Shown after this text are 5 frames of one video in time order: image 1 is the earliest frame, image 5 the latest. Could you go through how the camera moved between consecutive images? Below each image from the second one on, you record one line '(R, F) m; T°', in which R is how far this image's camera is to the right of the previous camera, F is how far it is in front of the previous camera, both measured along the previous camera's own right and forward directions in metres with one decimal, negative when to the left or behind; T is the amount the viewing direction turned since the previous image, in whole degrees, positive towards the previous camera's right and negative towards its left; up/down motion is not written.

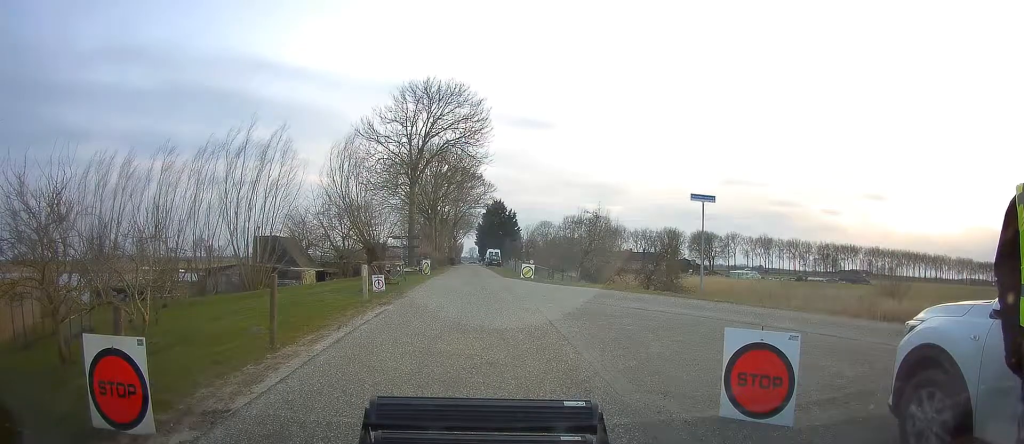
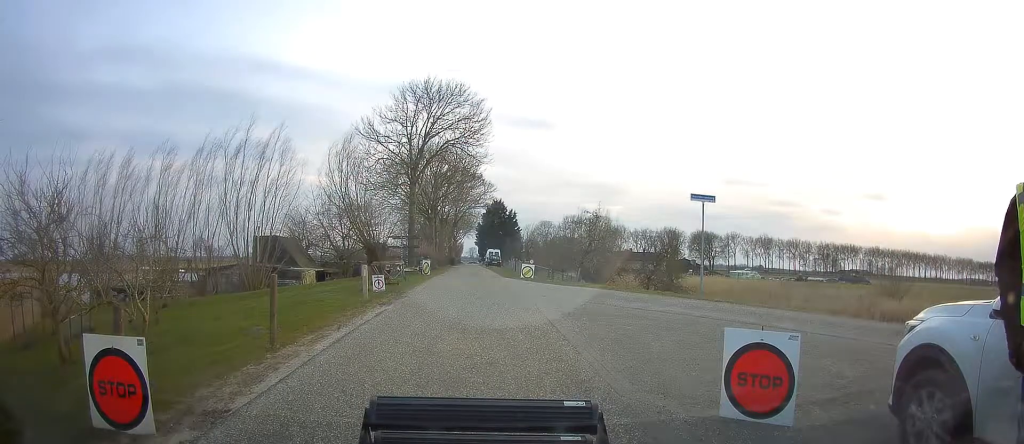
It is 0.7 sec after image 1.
(0.0, 0.0) m; 0°
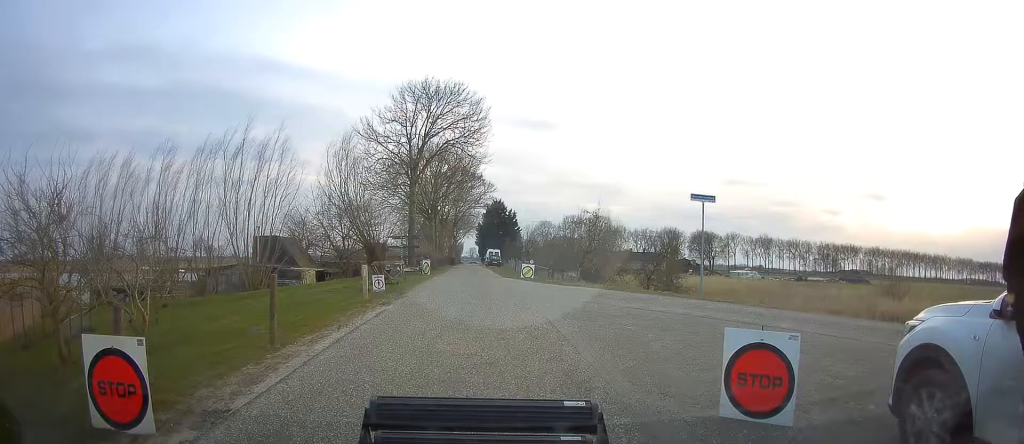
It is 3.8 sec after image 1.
(0.0, 0.0) m; 0°
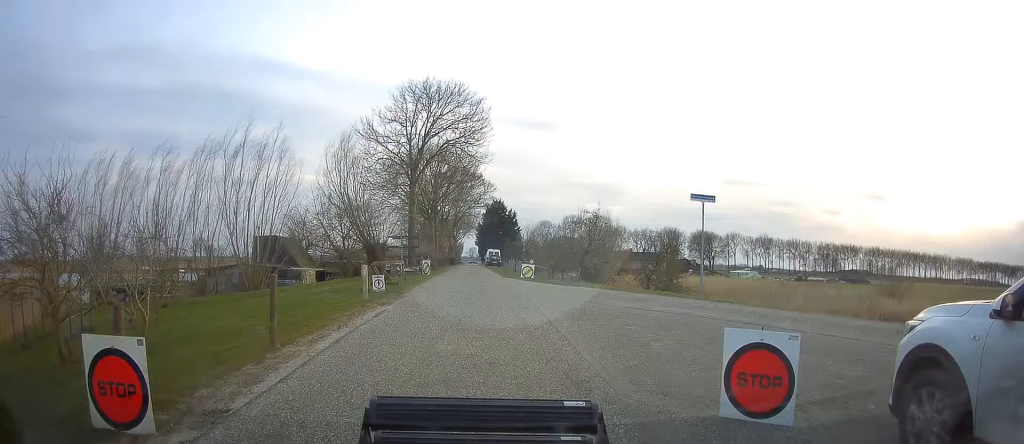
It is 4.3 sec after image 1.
(0.0, 0.0) m; 0°
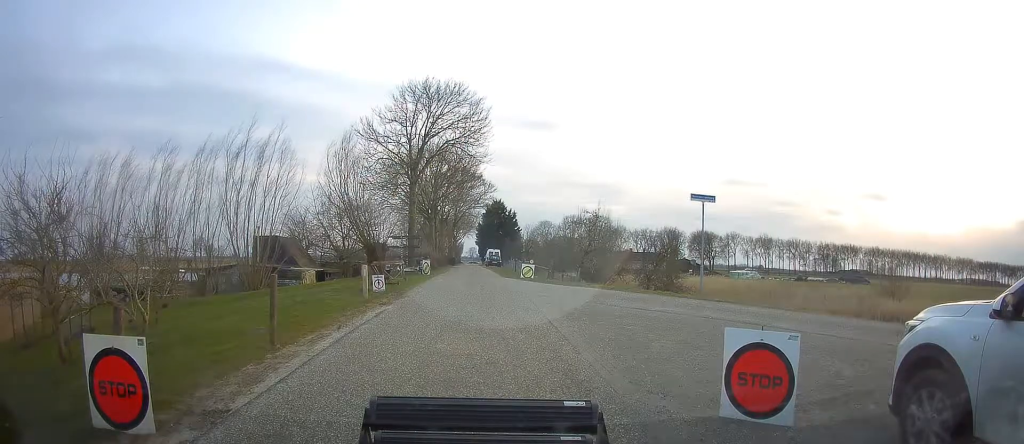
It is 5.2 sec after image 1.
(0.0, 0.0) m; 0°
